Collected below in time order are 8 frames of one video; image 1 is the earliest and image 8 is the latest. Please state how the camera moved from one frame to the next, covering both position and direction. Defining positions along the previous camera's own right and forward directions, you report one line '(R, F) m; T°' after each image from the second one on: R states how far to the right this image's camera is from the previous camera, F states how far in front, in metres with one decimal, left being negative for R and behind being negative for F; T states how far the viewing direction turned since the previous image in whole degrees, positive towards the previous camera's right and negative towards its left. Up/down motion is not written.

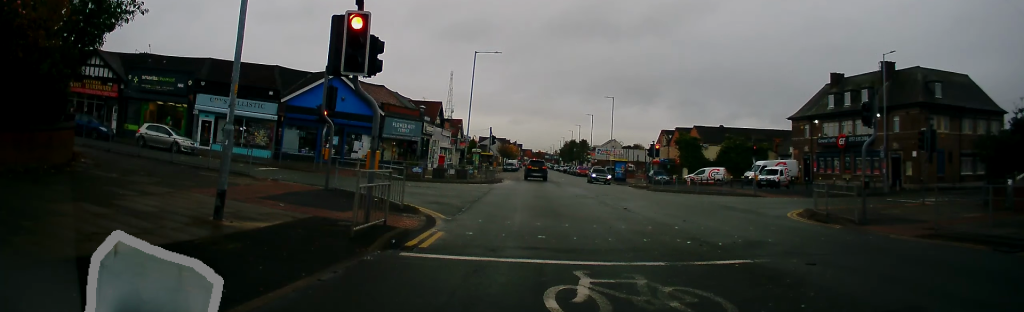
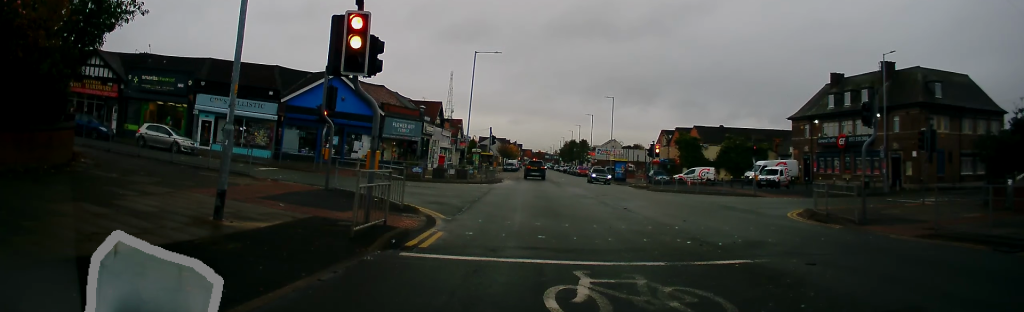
(0.0, 0.0) m; 0°
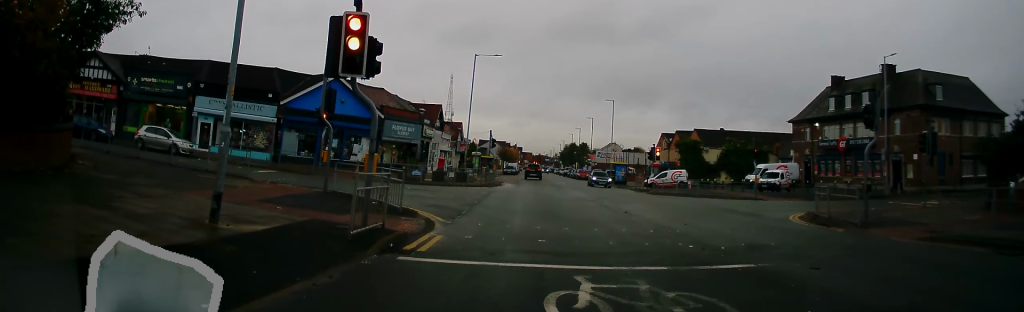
(0.0, +0.2) m; 0°
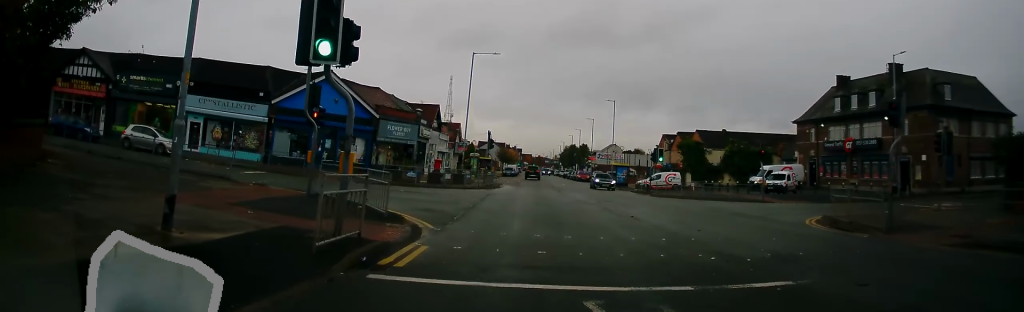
(0.0, +0.9) m; 0°
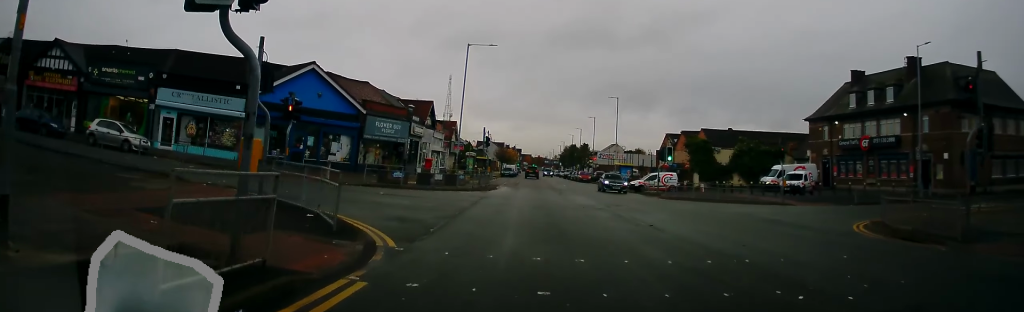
(0.0, +2.4) m; 0°
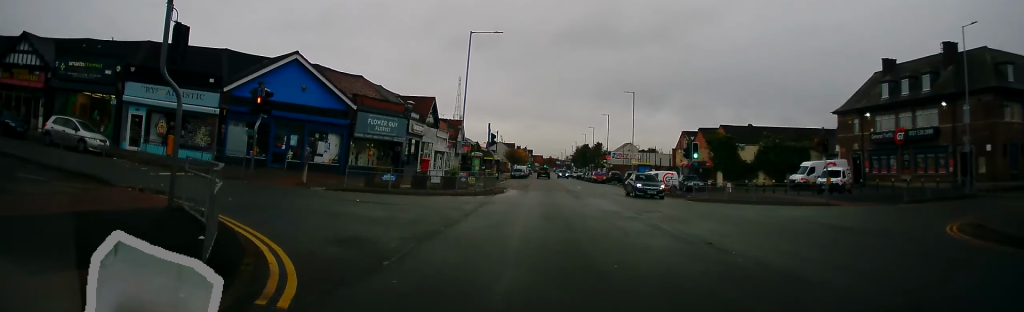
(0.0, +3.7) m; -4°
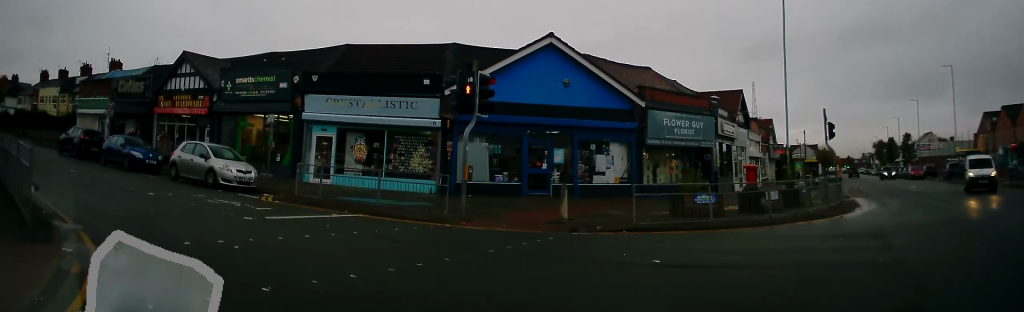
(-2.0, +9.2) m; -30°
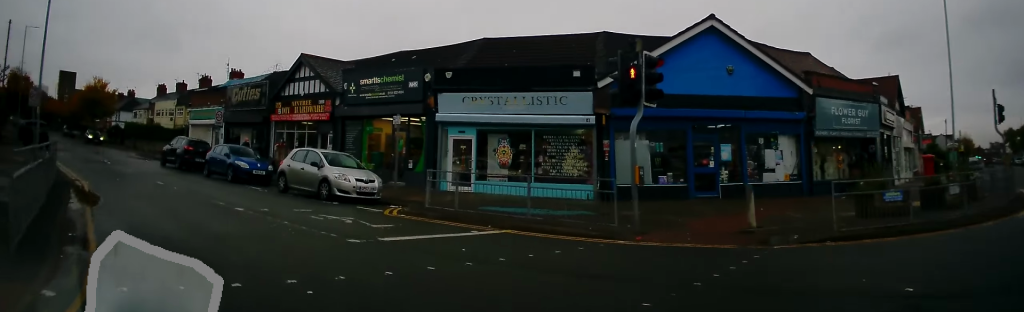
(-0.1, +2.6) m; -10°
